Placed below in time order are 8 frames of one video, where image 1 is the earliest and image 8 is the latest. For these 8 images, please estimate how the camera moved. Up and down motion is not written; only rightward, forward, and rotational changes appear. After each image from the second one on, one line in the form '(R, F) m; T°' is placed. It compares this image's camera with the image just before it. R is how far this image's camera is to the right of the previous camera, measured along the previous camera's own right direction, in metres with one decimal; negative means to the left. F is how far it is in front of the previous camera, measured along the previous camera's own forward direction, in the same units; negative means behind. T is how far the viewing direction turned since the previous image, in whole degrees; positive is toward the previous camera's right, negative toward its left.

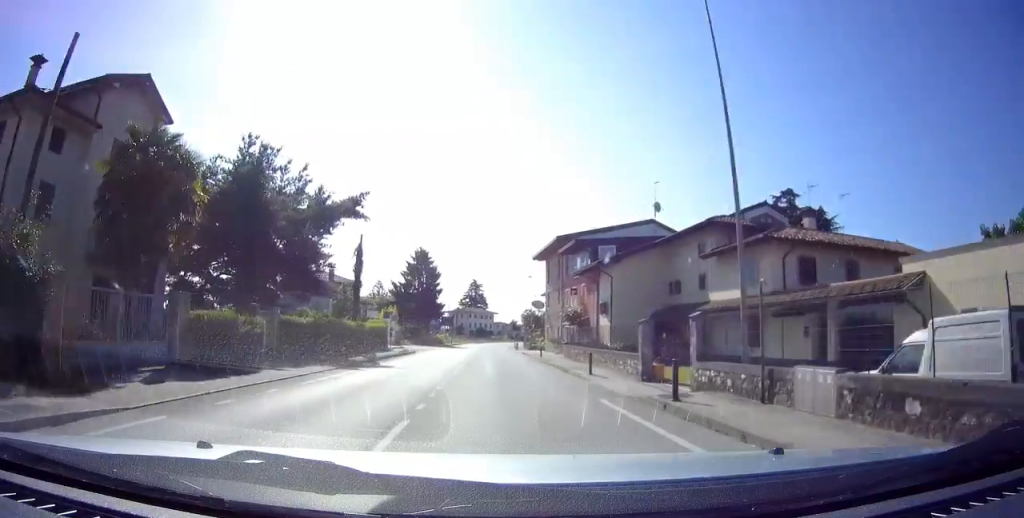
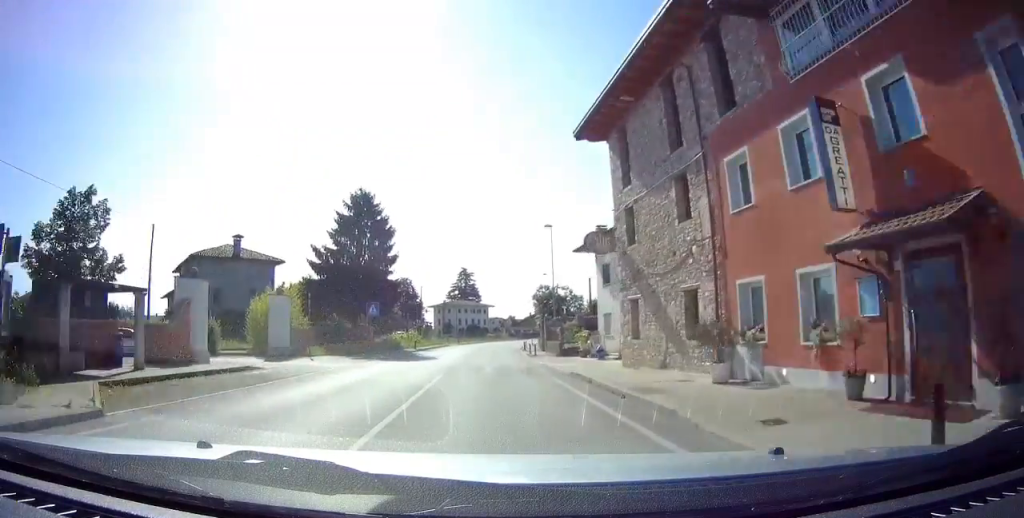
(+0.5, +31.9) m; +1°
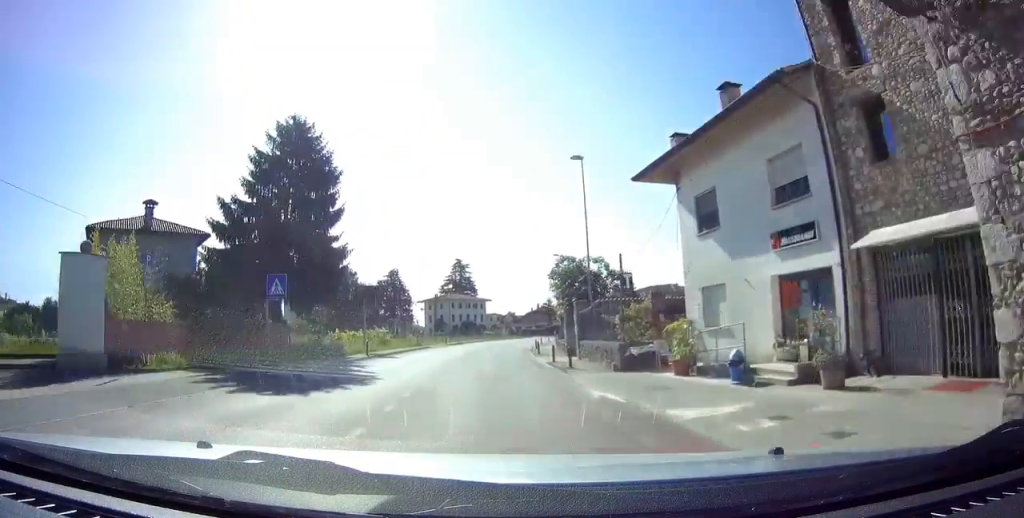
(0.0, +15.7) m; 0°
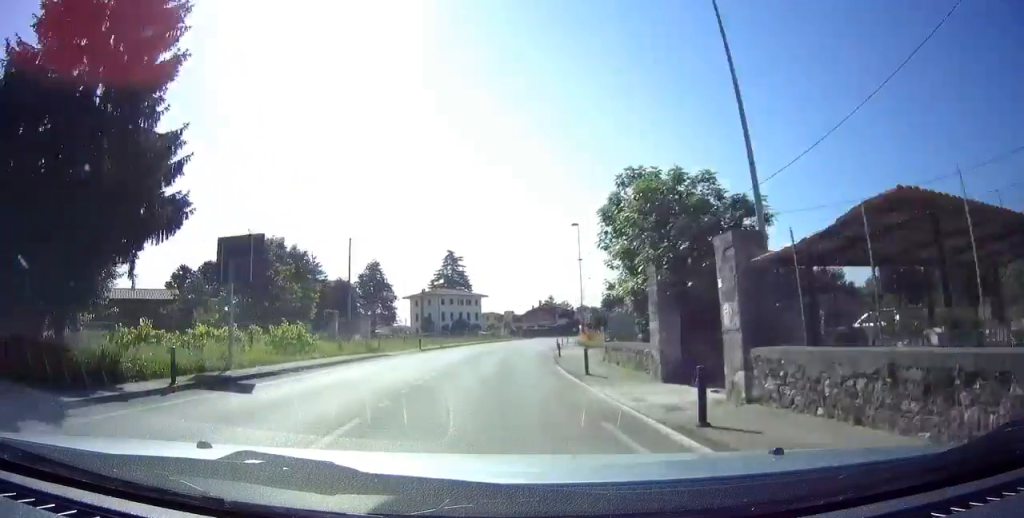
(+0.1, +16.5) m; +2°
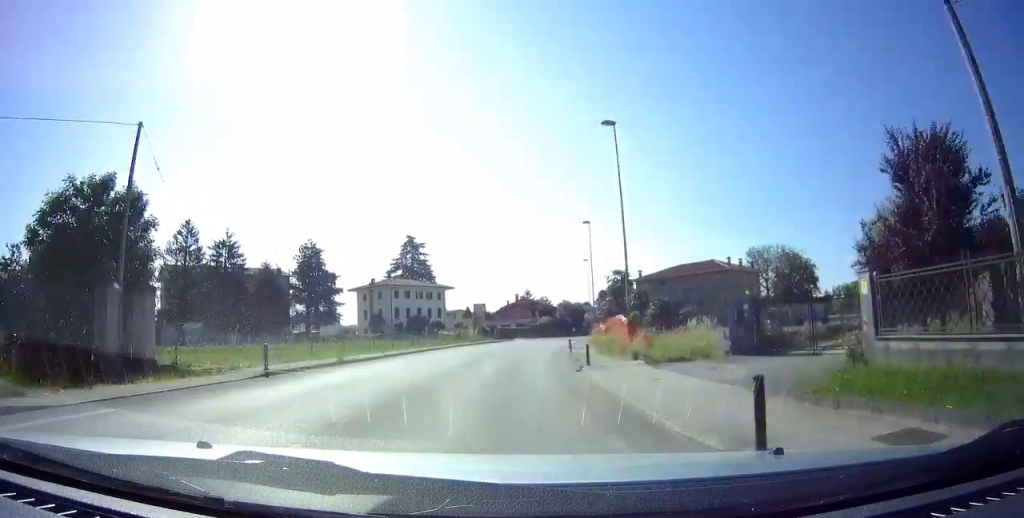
(+1.1, +22.0) m; +7°
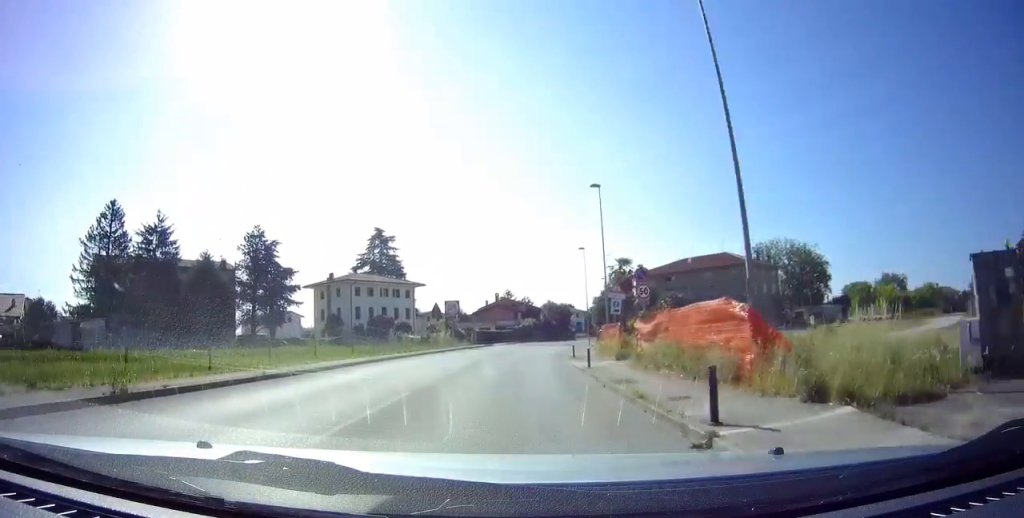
(+0.4, +11.8) m; +3°
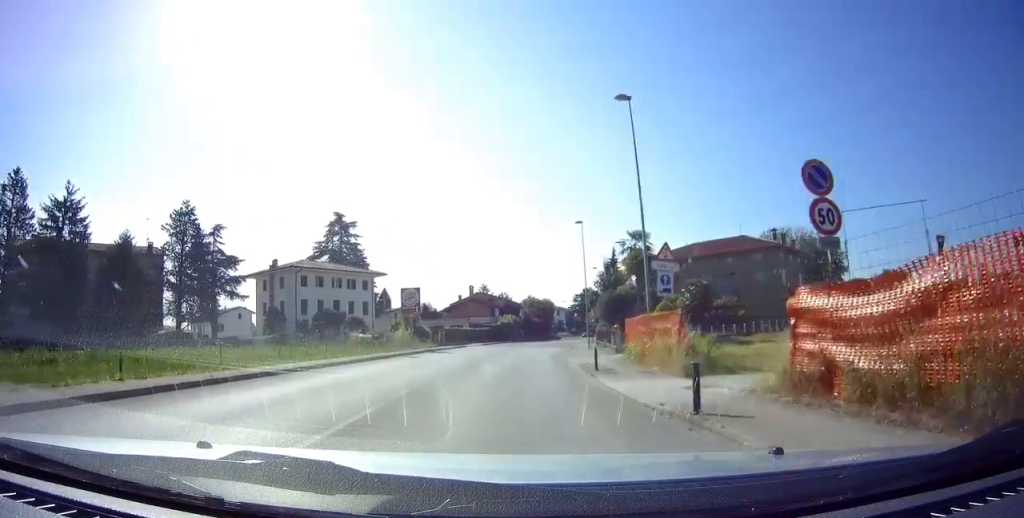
(+0.4, +12.2) m; +2°
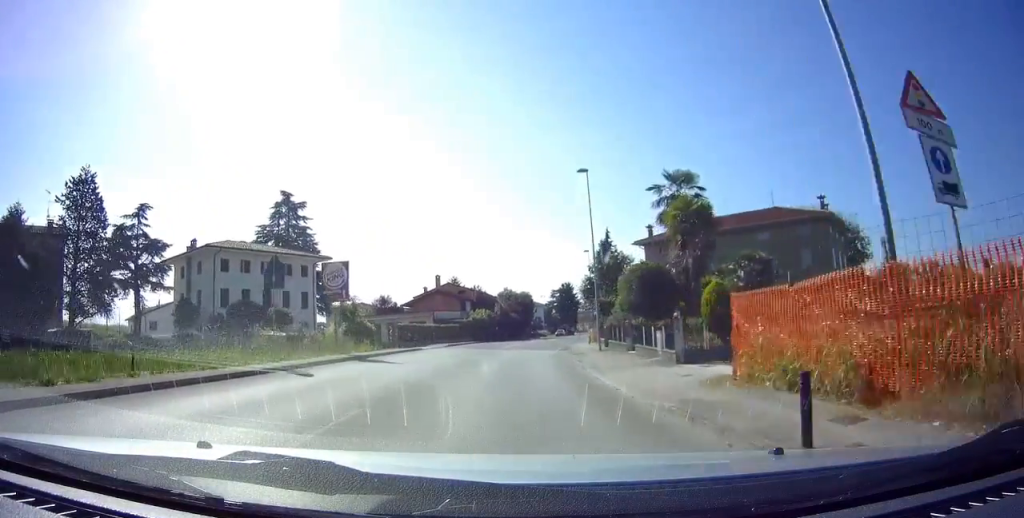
(0.0, +13.5) m; 0°
